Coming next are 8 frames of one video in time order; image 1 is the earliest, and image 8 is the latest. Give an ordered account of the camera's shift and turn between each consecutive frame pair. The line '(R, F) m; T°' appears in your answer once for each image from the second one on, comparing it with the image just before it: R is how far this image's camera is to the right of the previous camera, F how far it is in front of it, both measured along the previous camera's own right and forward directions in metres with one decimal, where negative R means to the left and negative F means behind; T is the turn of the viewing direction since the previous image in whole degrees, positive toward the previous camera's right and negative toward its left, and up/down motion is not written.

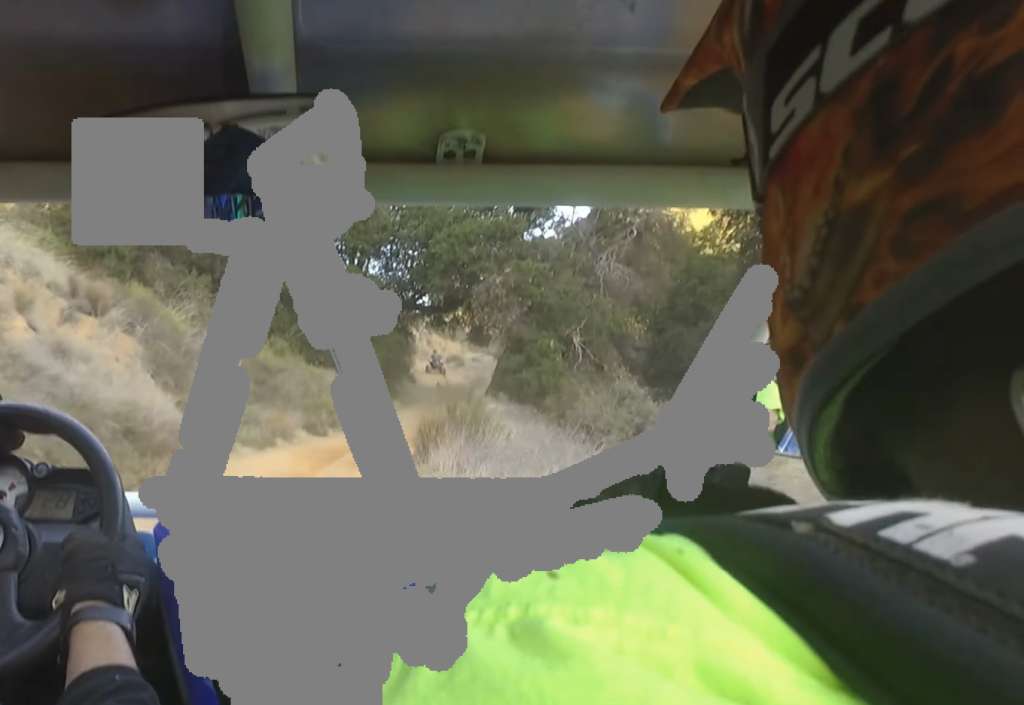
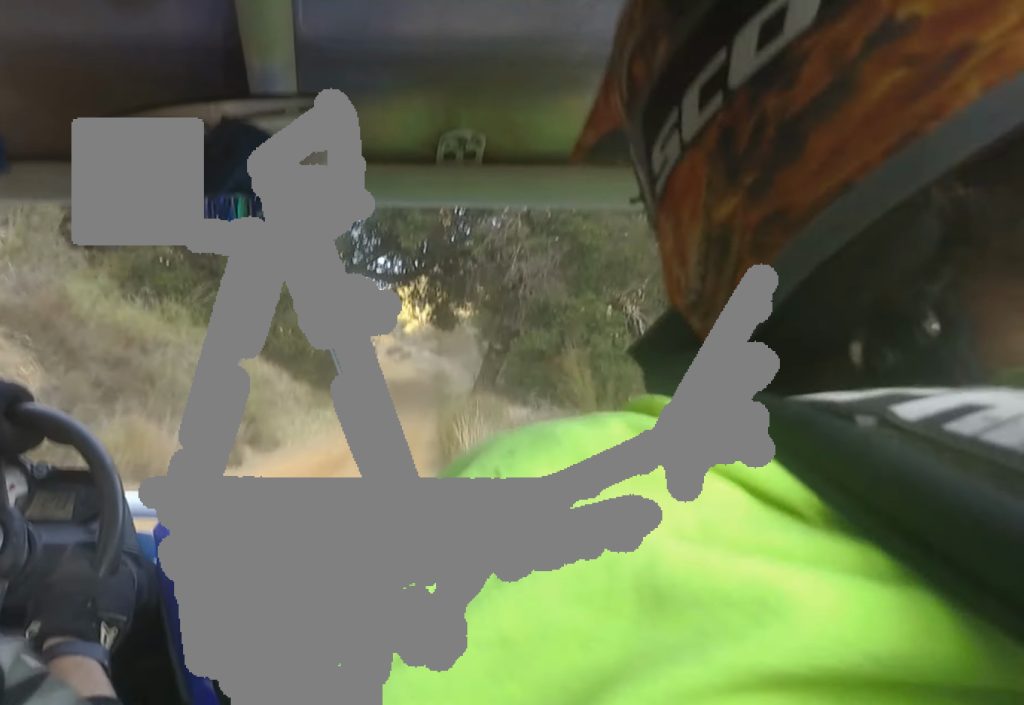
(-0.1, +8.1) m; +4°
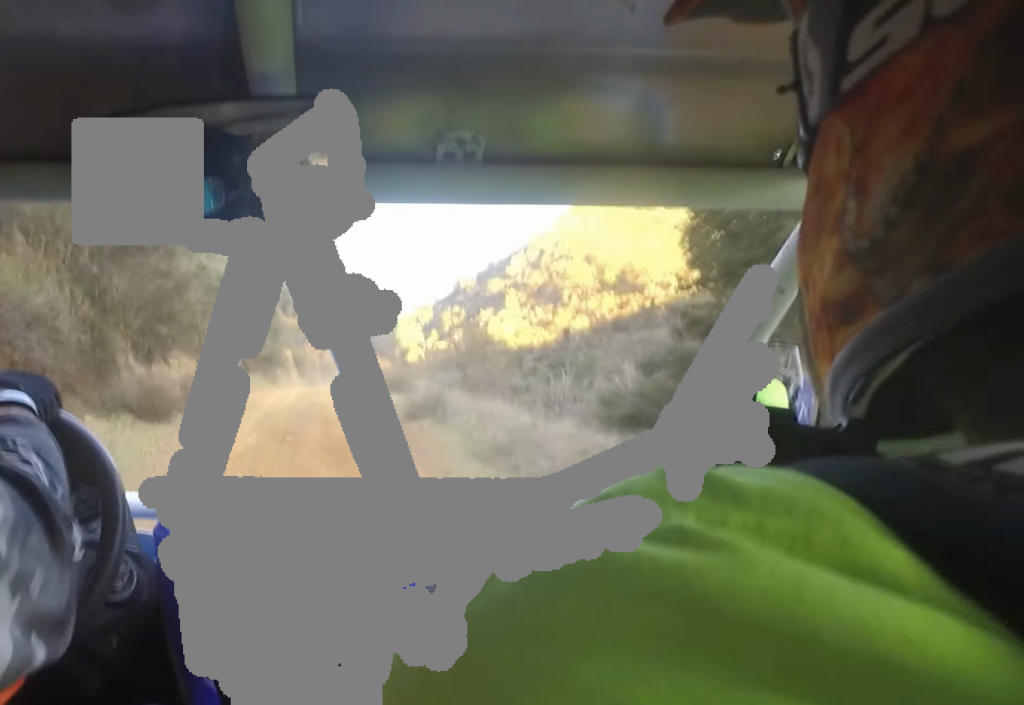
(-1.3, +32.0) m; -7°
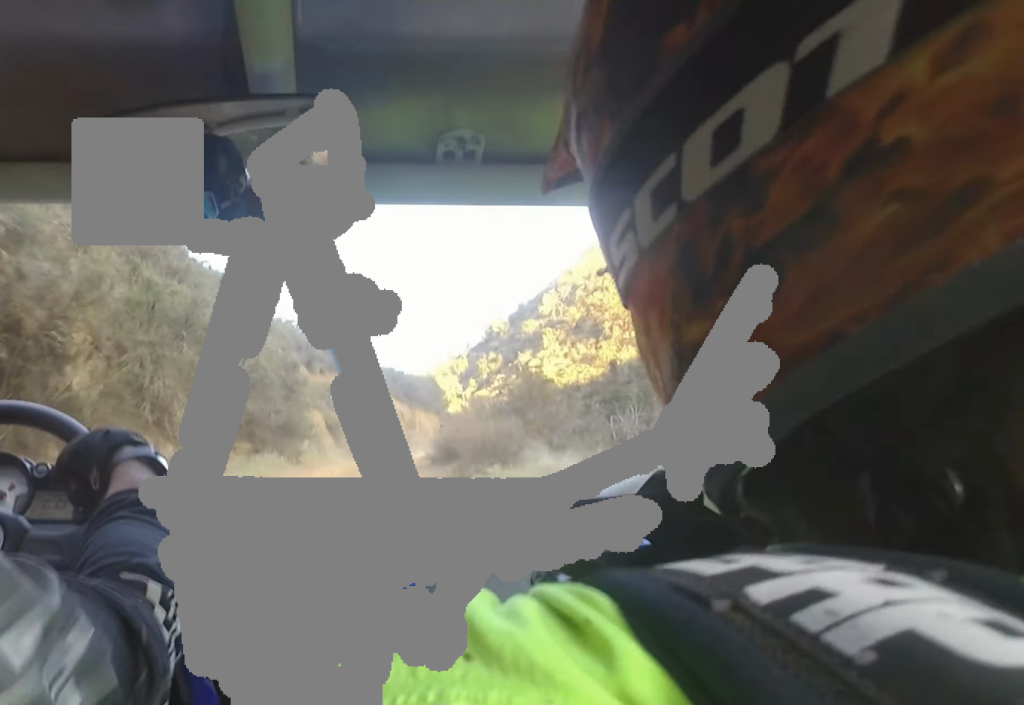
(0.0, +6.4) m; +2°
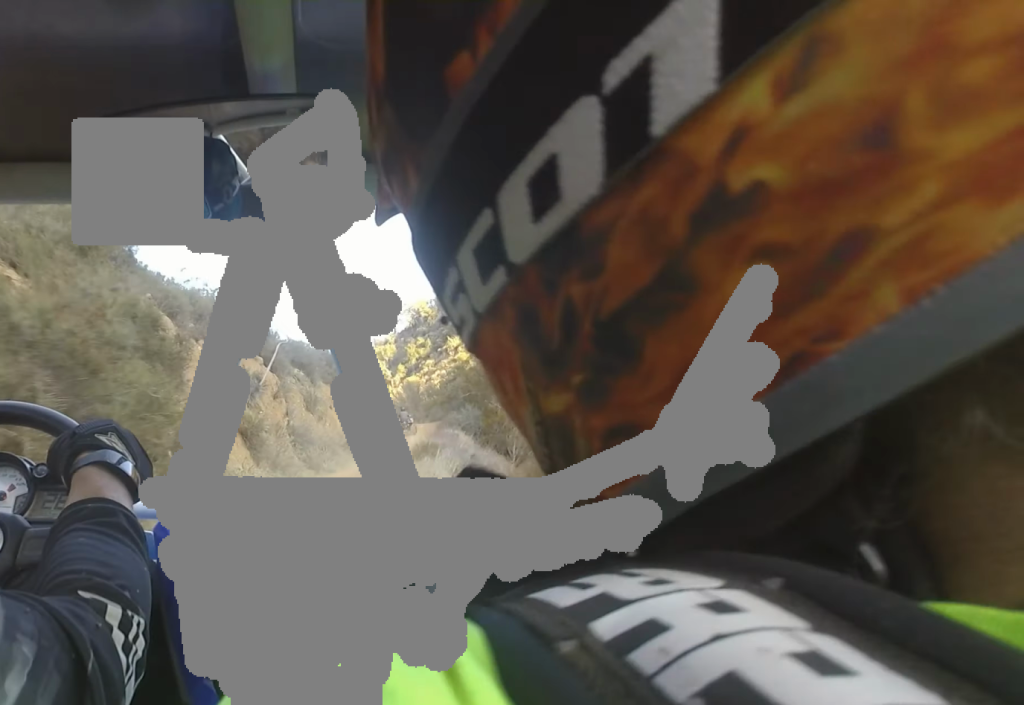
(-0.1, +9.1) m; +5°
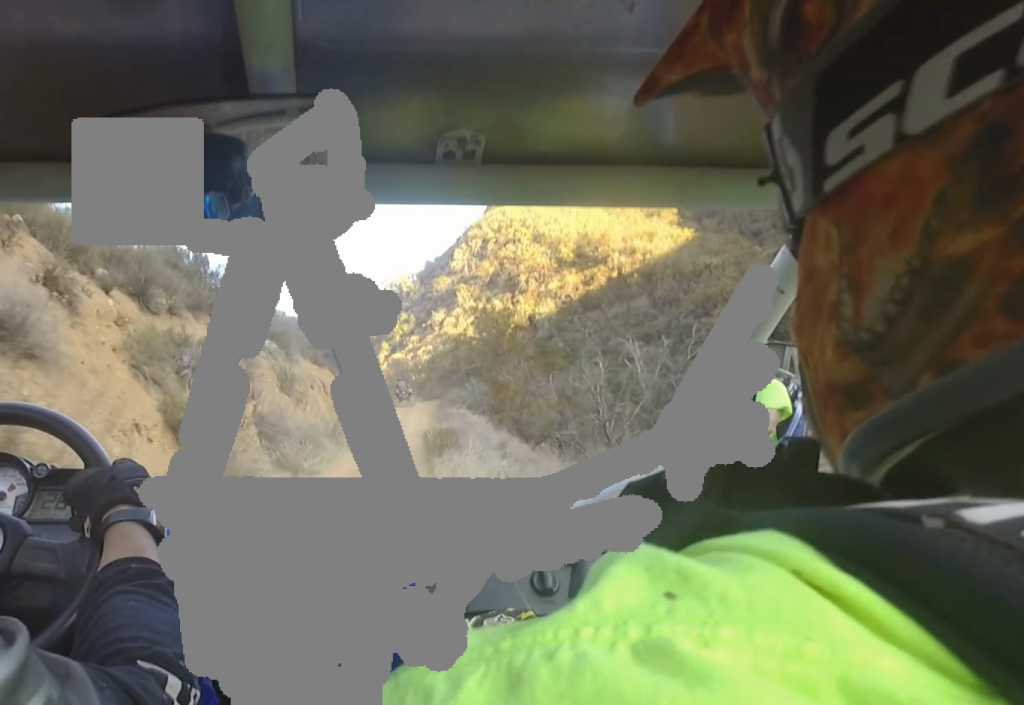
(+0.7, +6.3) m; +3°
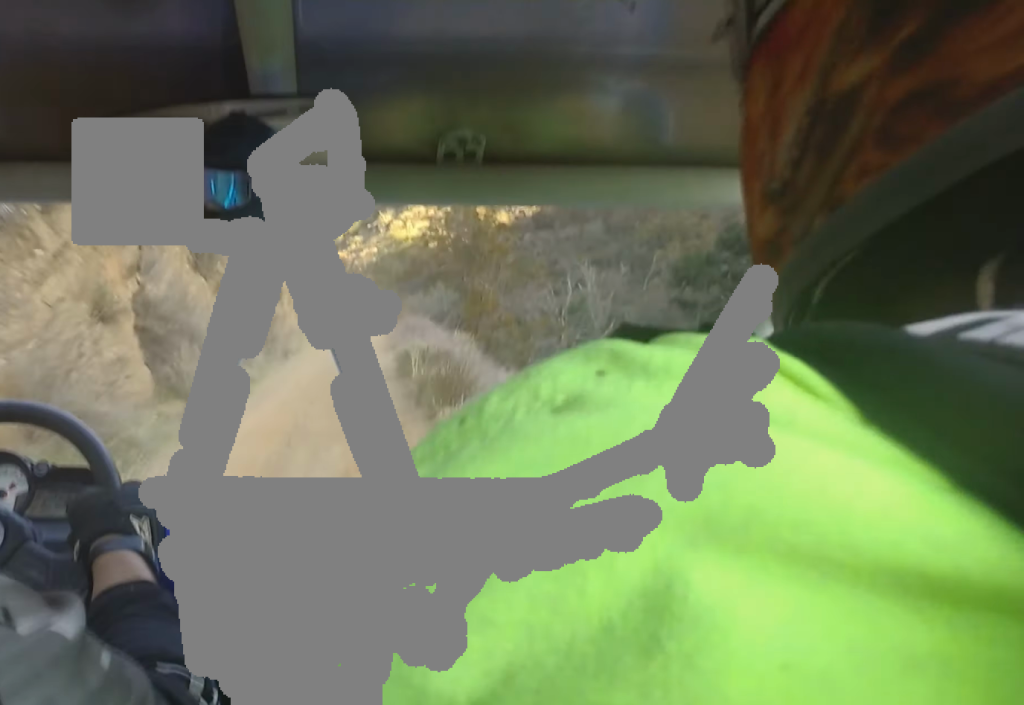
(+0.3, +6.3) m; +3°
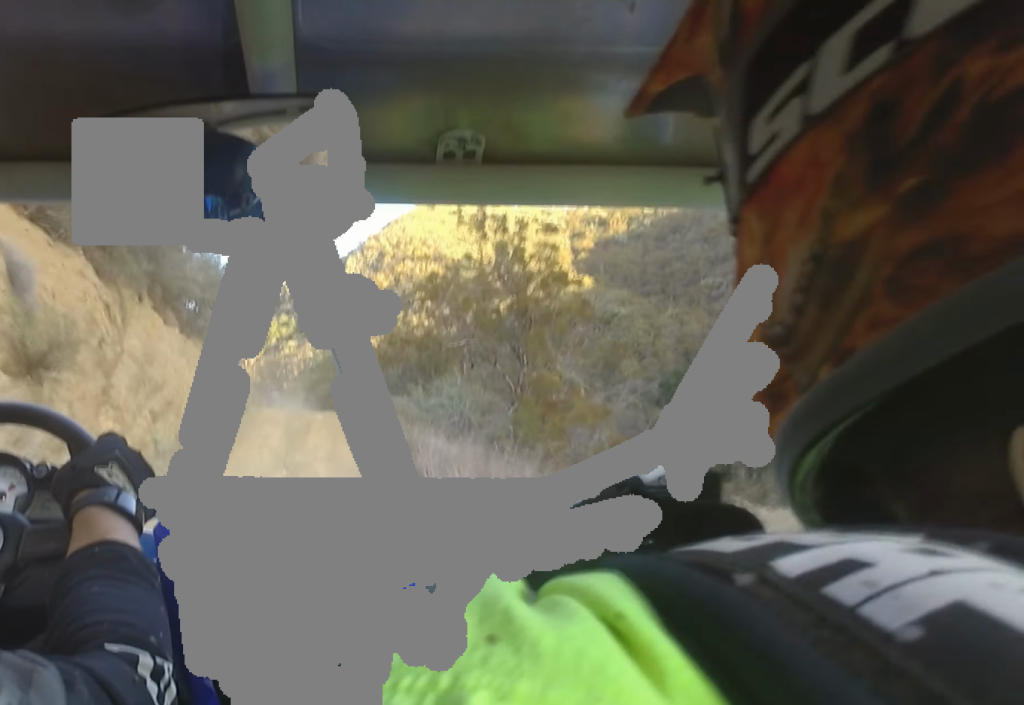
(+0.2, +12.6) m; +3°
